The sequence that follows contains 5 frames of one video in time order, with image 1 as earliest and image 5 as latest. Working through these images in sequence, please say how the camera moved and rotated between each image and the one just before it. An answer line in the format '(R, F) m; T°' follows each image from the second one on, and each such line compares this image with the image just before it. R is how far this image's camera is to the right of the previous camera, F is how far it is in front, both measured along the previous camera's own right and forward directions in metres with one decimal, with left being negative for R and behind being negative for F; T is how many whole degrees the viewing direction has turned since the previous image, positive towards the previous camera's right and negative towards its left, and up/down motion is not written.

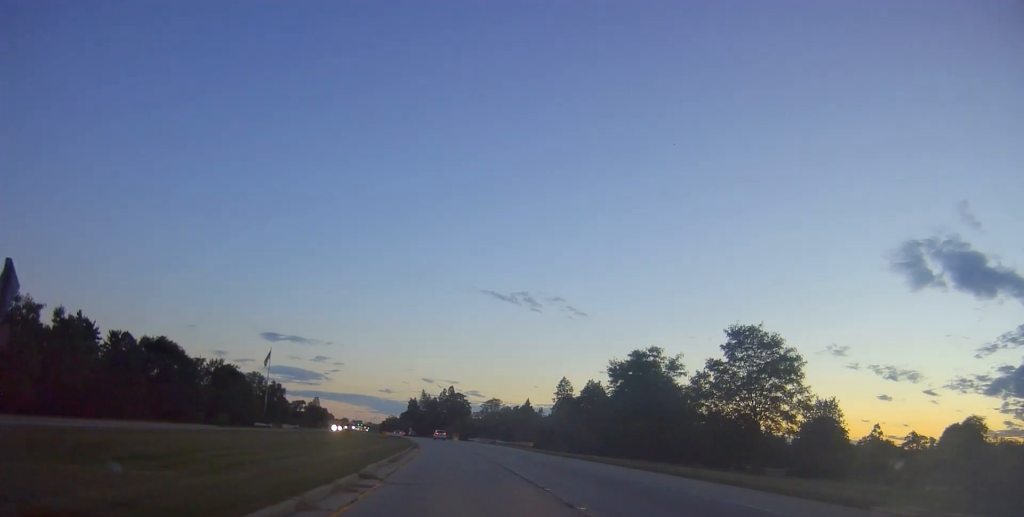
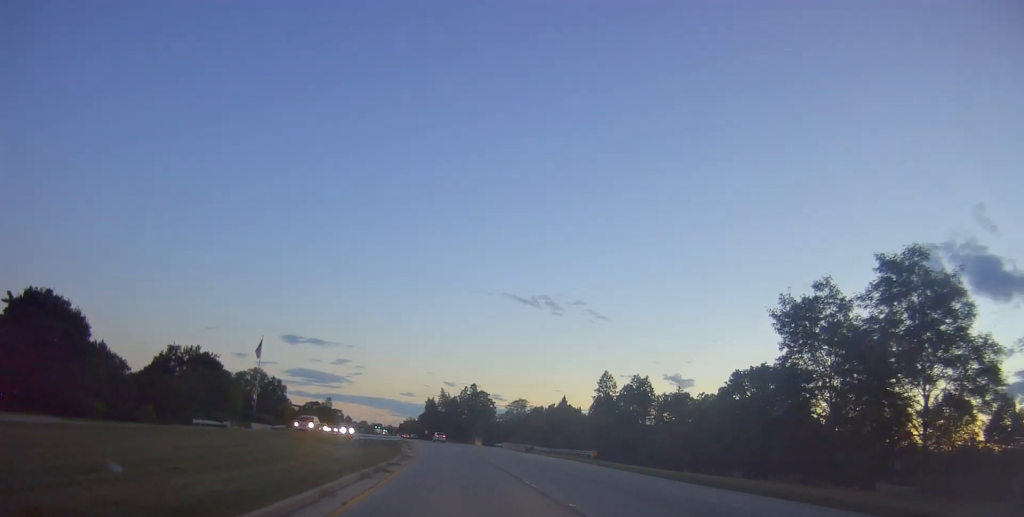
(-0.5, +27.5) m; -2°
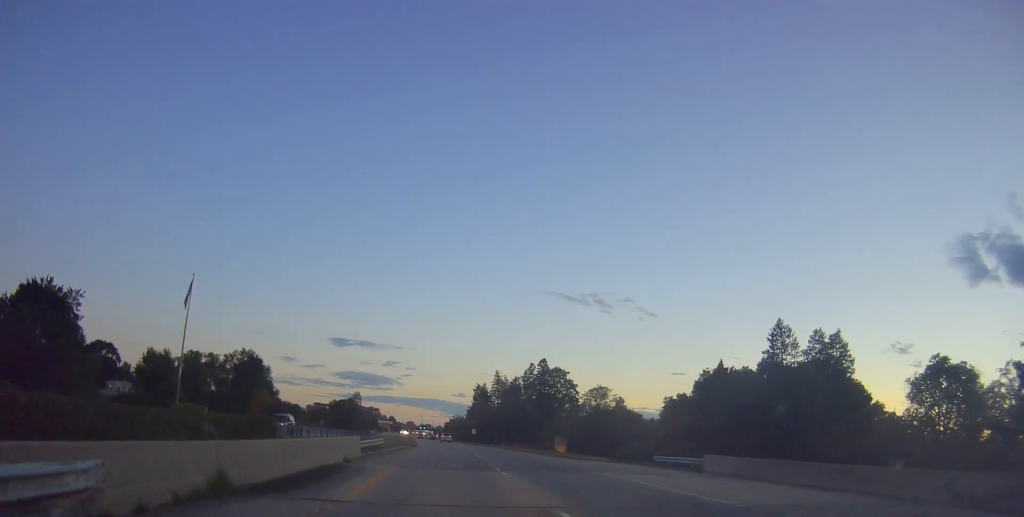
(-2.4, +69.1) m; -3°
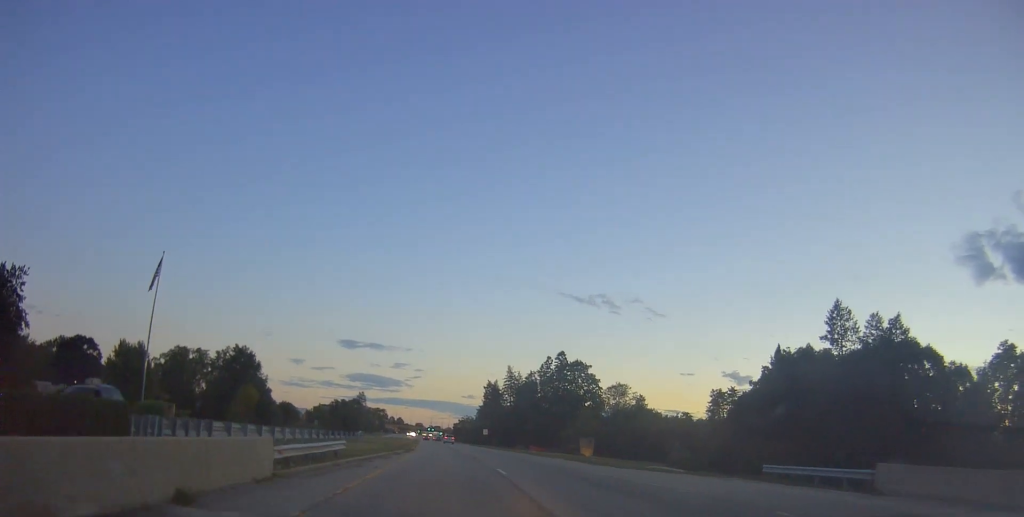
(-0.4, +14.1) m; -2°
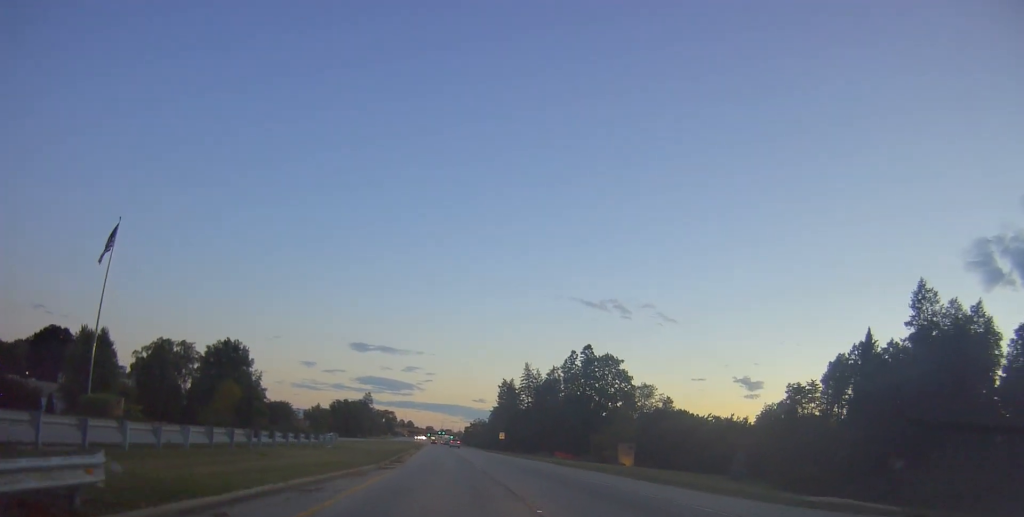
(-0.4, +16.1) m; -2°
